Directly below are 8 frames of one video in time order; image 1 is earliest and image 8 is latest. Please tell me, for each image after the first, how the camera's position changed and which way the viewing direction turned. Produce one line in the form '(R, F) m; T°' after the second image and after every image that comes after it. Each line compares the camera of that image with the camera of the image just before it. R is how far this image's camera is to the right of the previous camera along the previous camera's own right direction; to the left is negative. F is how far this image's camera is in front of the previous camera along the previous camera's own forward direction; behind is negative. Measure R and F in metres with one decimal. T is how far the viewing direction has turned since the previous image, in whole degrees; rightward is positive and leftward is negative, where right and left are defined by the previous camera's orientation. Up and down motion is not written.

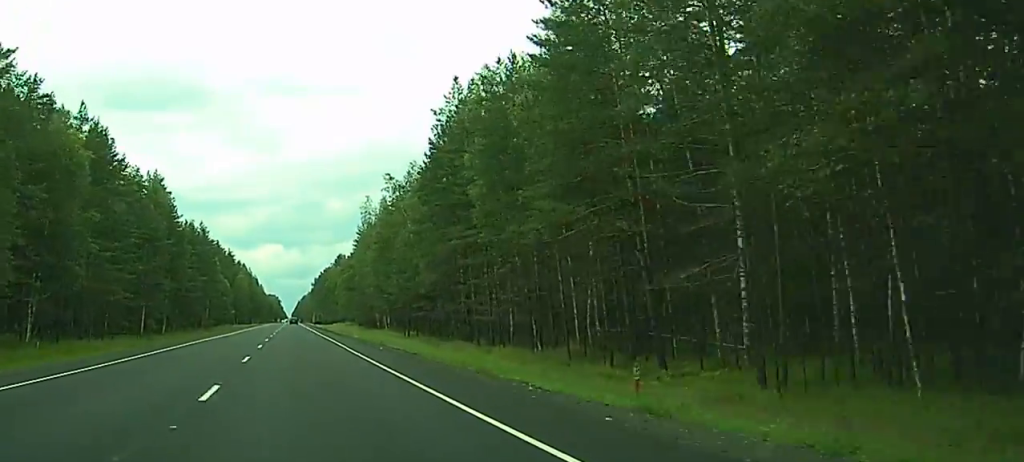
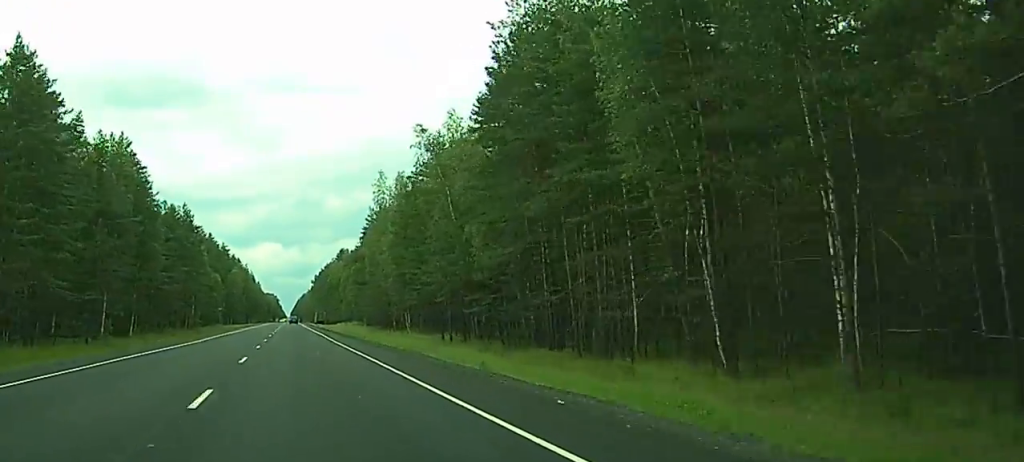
(+0.2, +25.4) m; 0°
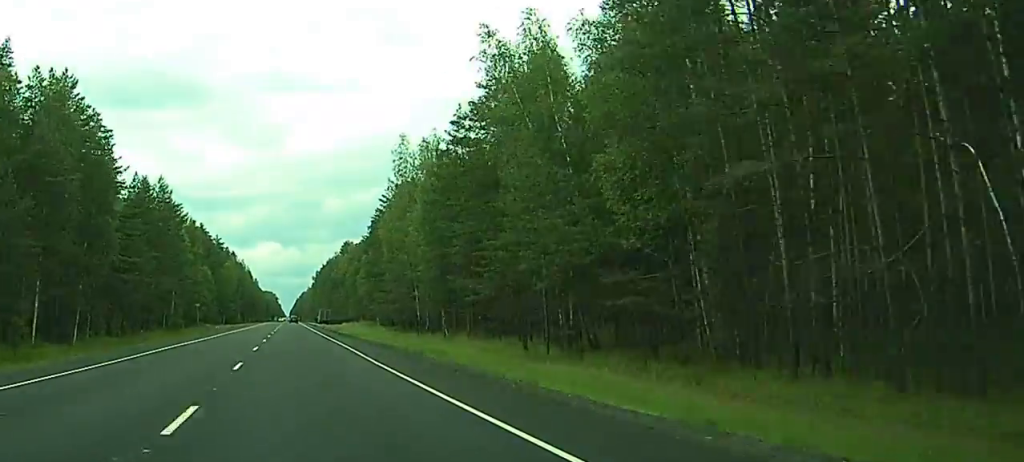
(+0.1, +26.4) m; 0°
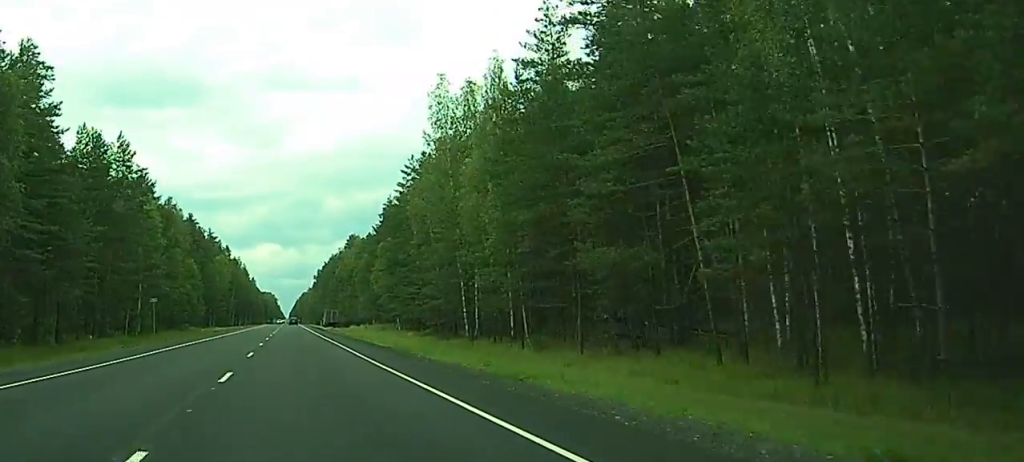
(0.0, +28.3) m; 0°
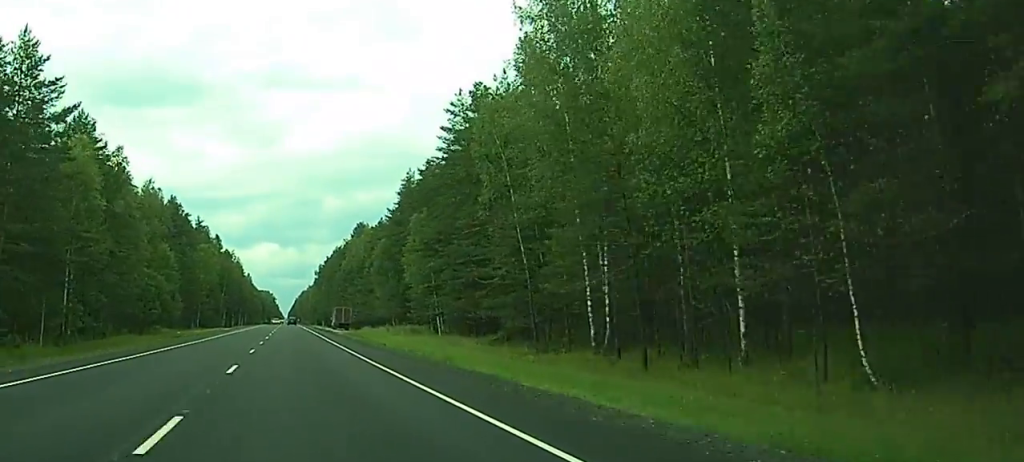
(0.0, +33.1) m; 0°
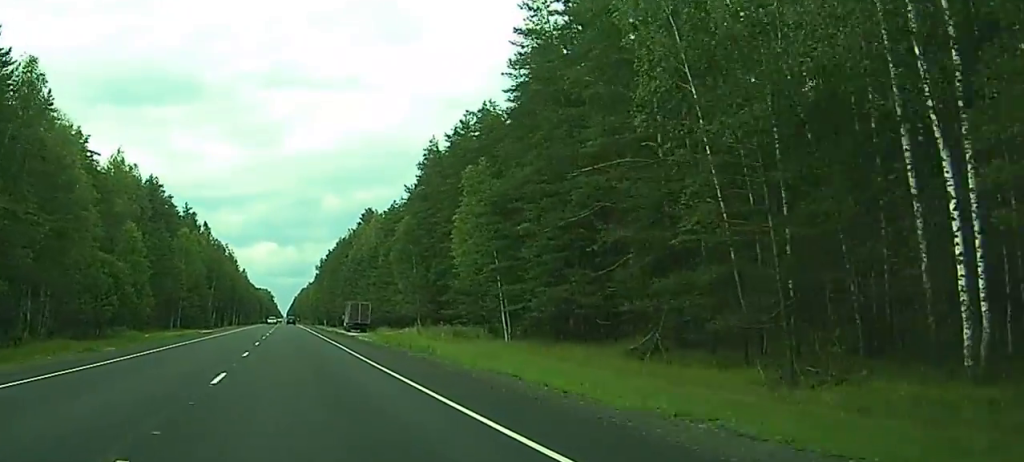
(+0.1, +27.5) m; 0°
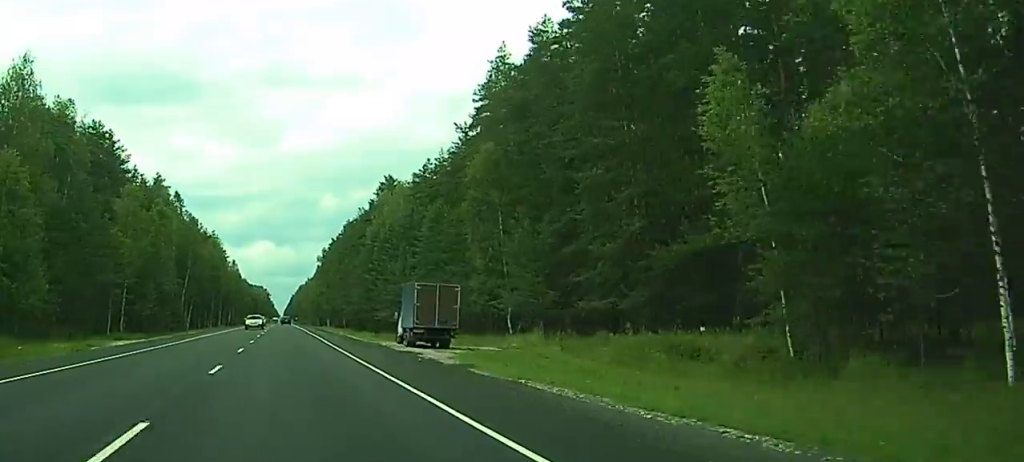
(-0.2, +45.4) m; -1°
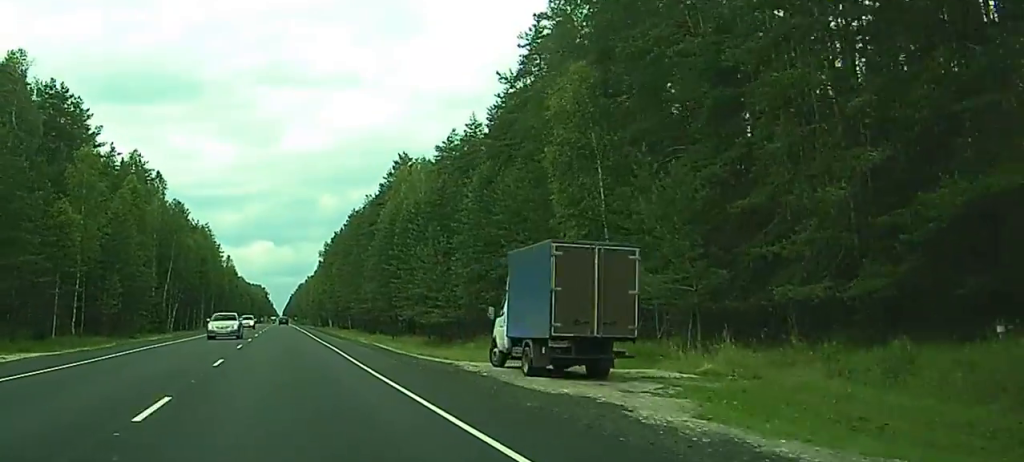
(-0.1, +20.8) m; 0°
